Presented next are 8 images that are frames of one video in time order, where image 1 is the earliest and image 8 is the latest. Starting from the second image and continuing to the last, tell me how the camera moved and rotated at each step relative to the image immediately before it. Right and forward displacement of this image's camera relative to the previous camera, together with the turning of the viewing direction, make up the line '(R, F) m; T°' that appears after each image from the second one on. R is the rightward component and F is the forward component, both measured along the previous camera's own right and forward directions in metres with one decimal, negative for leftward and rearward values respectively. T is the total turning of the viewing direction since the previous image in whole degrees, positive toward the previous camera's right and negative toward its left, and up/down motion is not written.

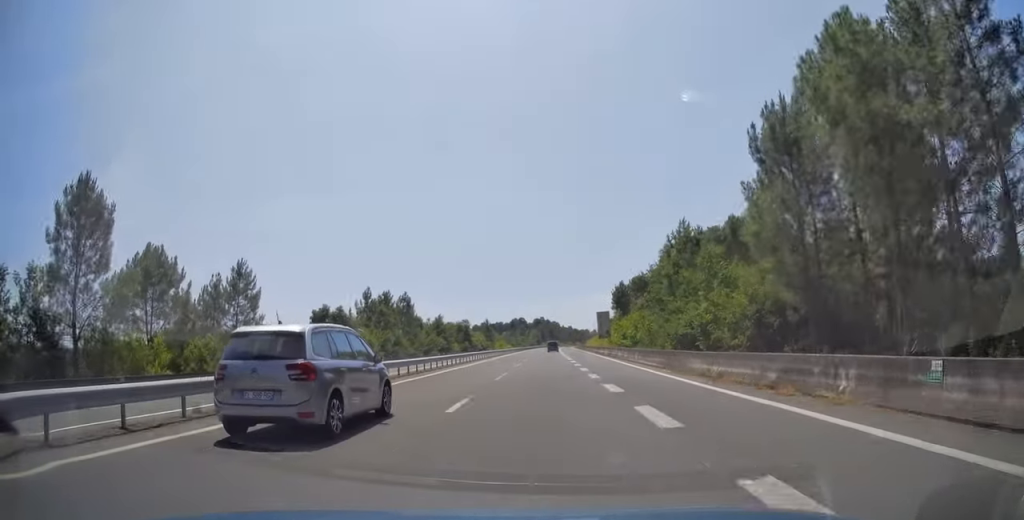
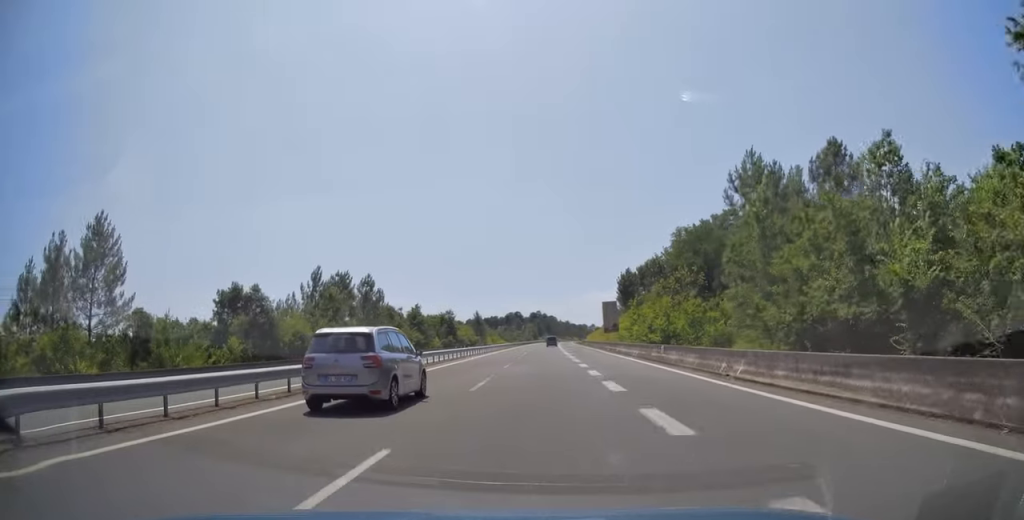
(0.0, +20.7) m; 0°
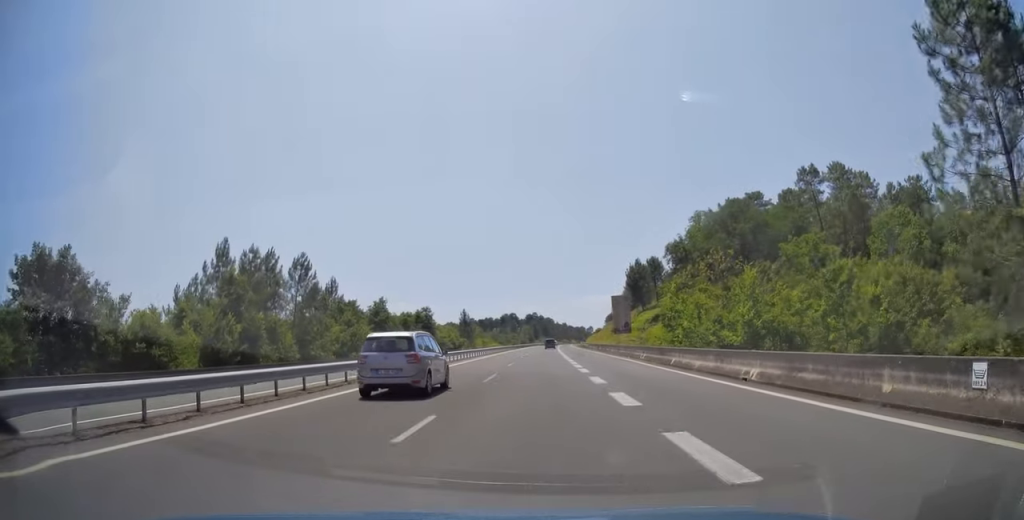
(0.0, +22.7) m; 0°
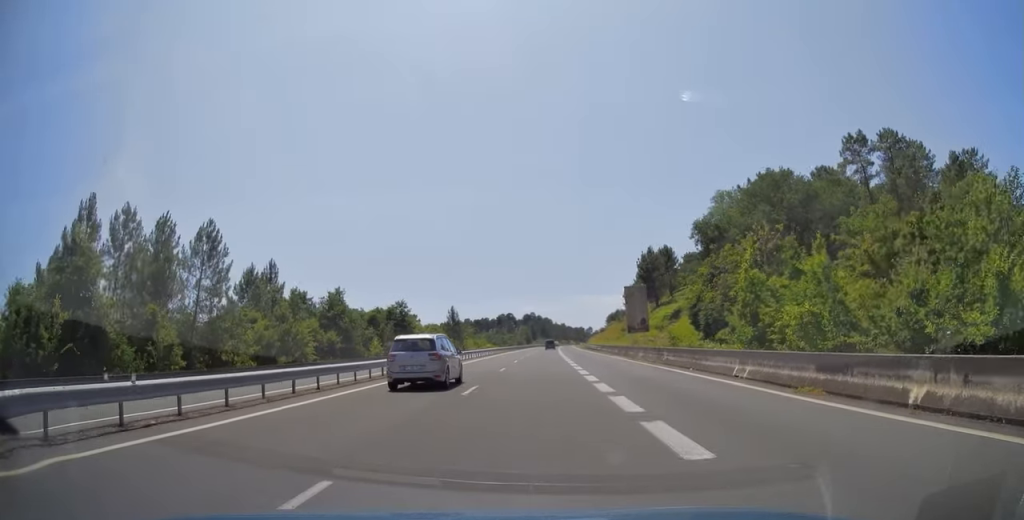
(+0.1, +18.6) m; 0°
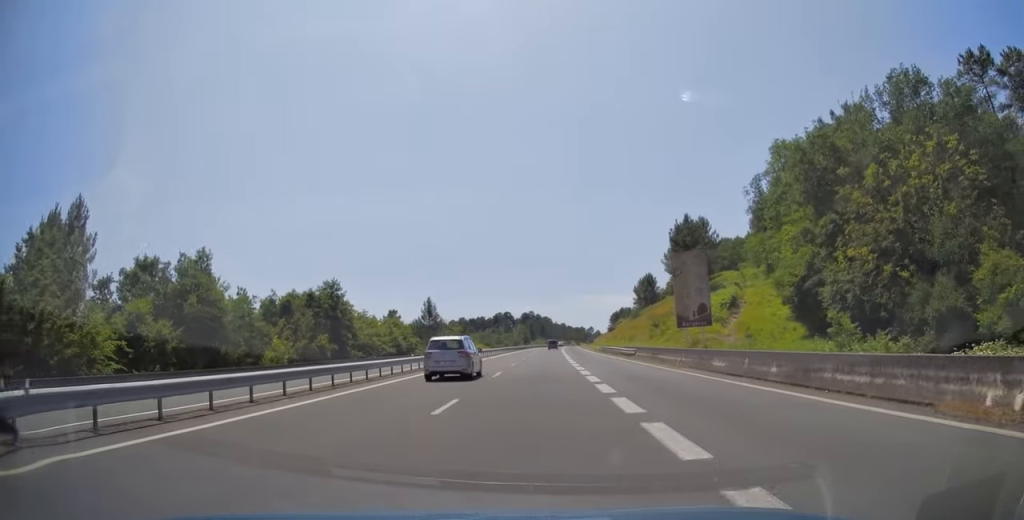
(+0.1, +30.7) m; 0°
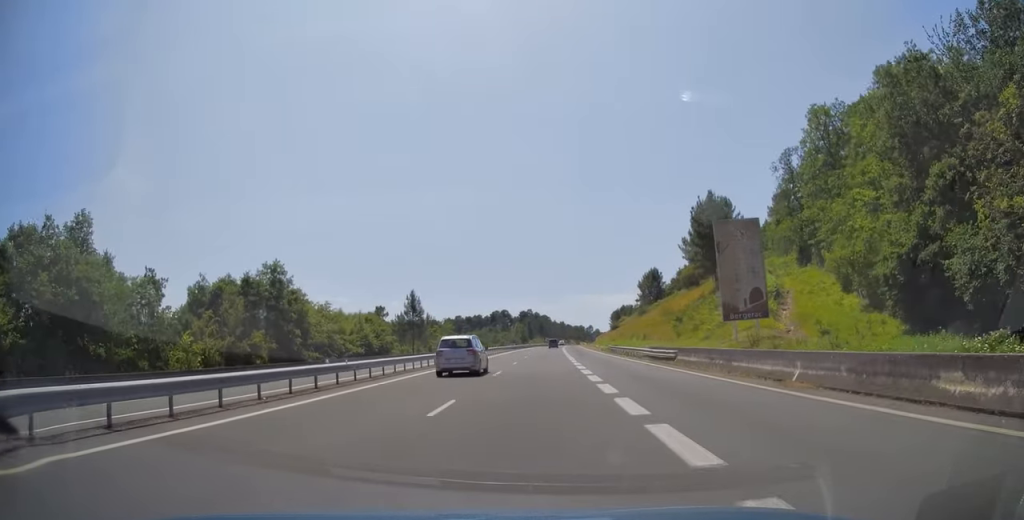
(0.0, +13.6) m; 0°
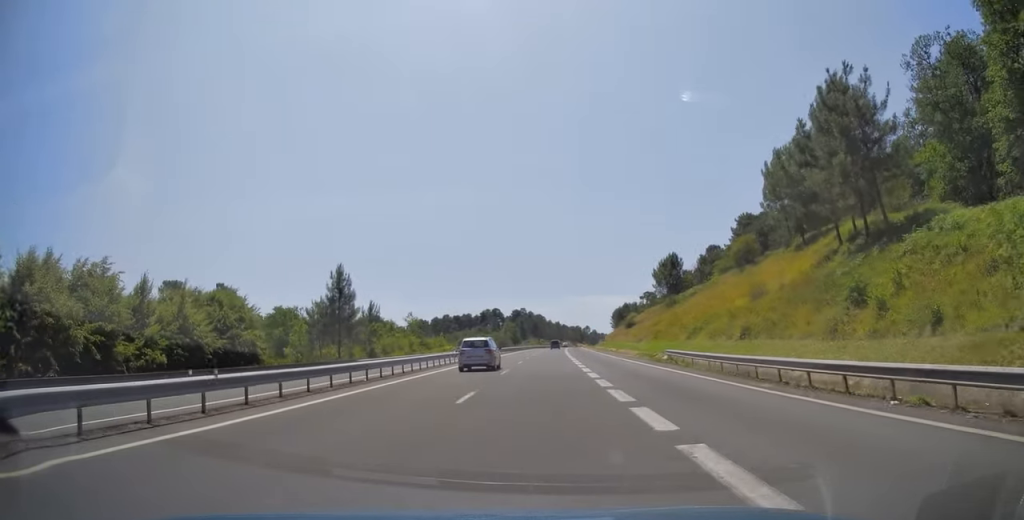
(+0.1, +36.9) m; 0°
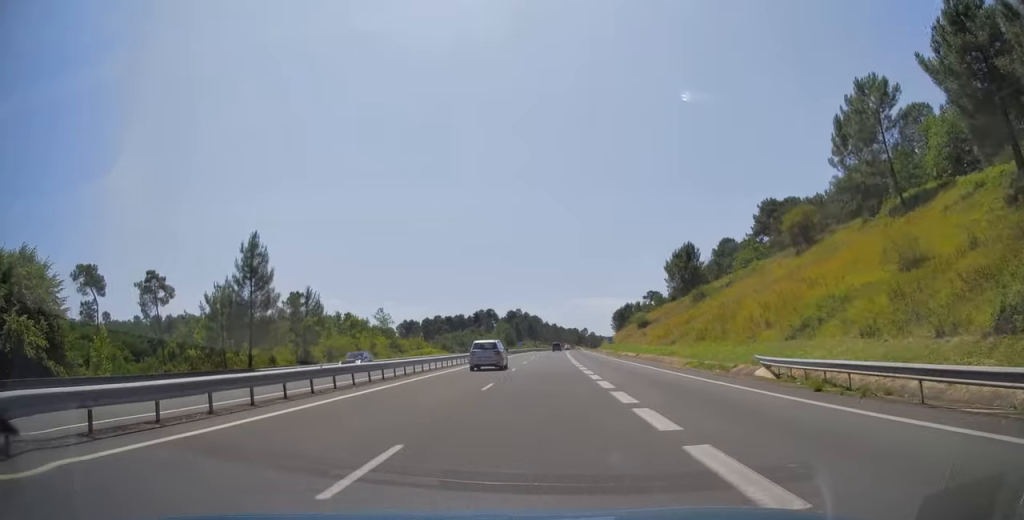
(+0.1, +21.8) m; 0°
